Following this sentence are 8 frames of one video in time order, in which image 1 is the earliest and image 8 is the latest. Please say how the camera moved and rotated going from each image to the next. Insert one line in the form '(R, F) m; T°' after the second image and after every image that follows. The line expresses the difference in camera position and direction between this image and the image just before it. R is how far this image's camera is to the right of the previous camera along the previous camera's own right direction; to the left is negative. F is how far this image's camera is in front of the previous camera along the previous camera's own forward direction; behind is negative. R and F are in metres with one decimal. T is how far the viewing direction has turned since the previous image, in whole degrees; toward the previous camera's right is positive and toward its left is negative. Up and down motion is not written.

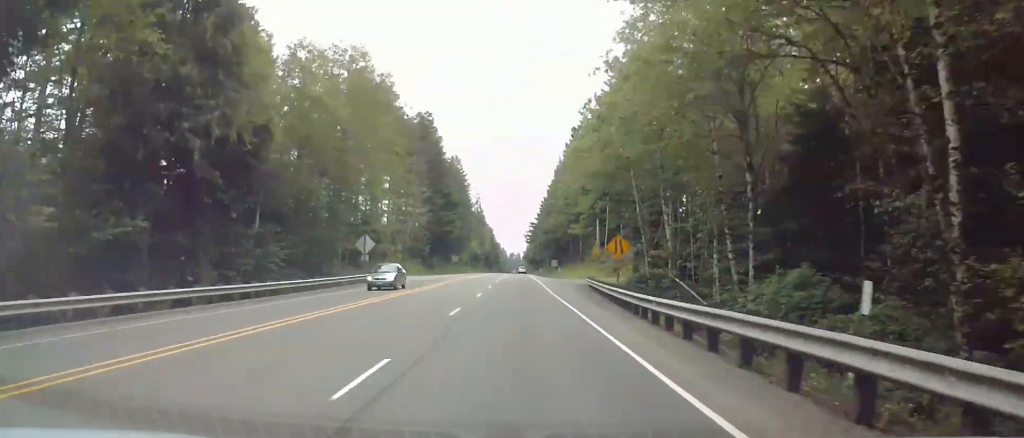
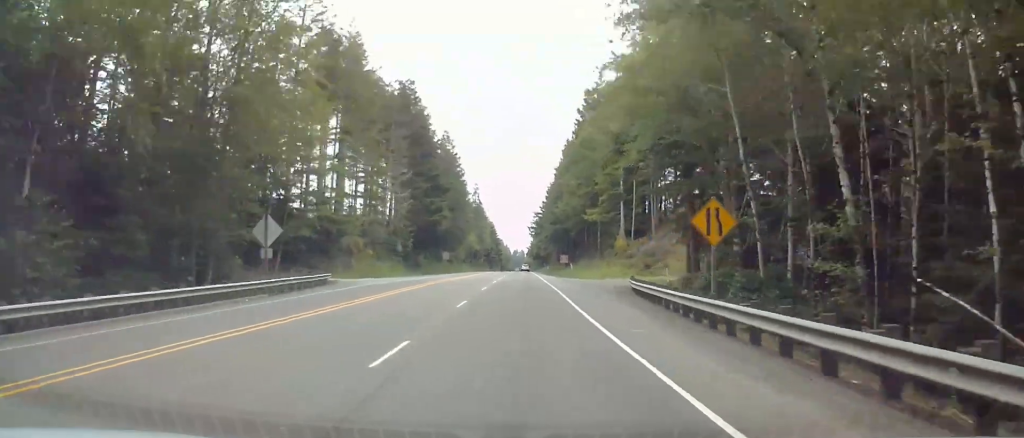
(-0.1, +22.4) m; 0°
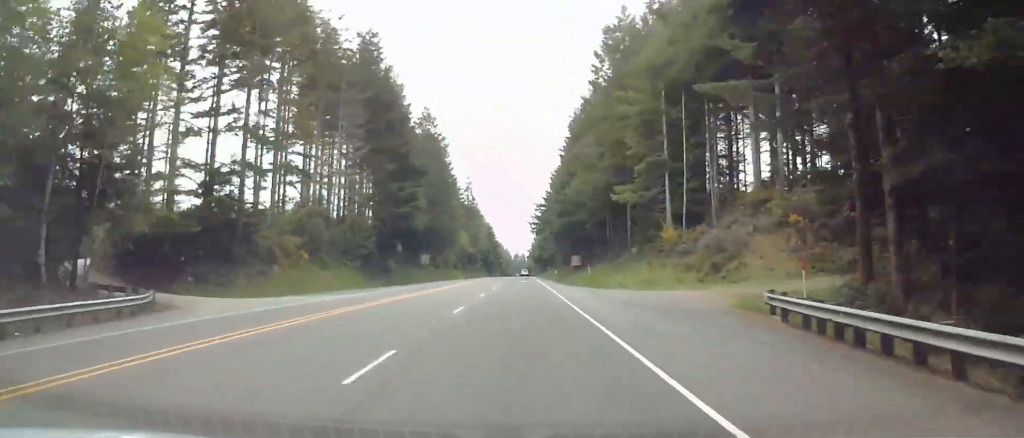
(0.0, +26.0) m; 0°
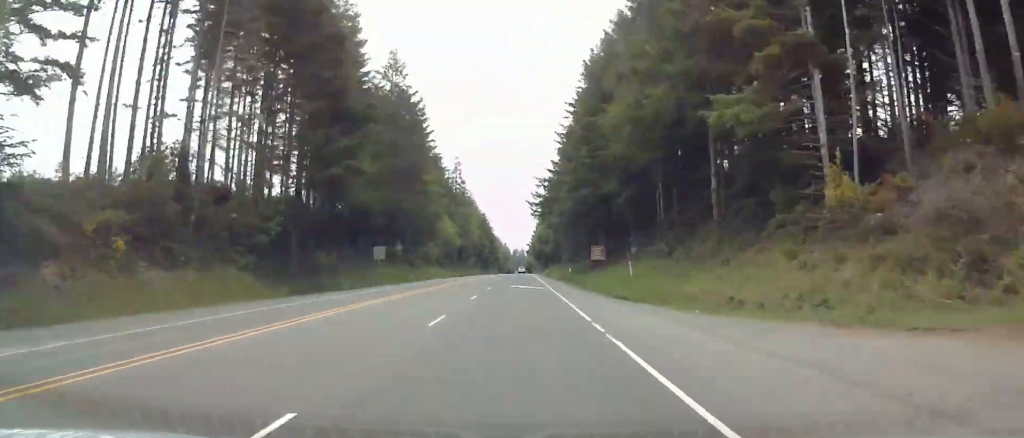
(0.0, +29.6) m; 0°
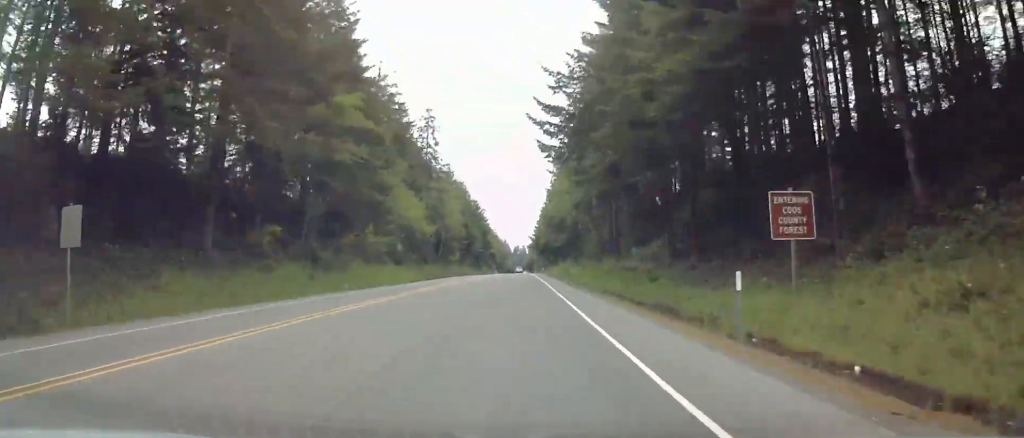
(0.0, +47.3) m; -2°
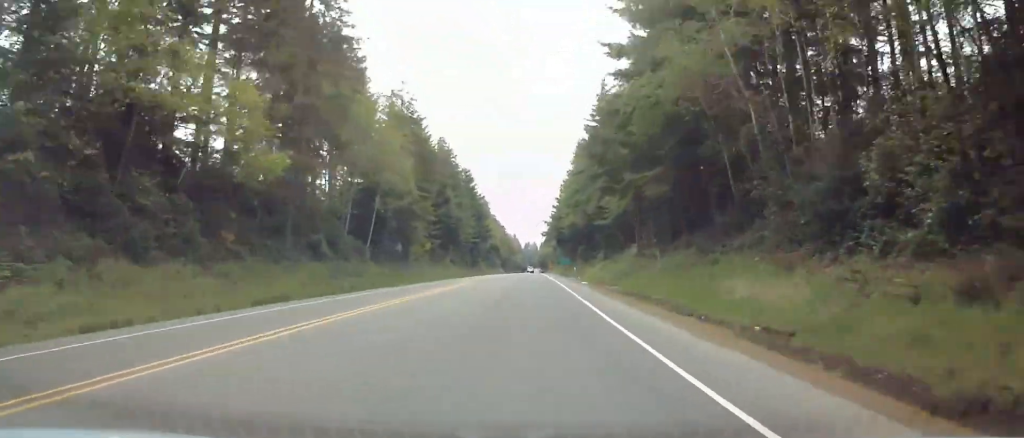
(-2.2, +65.2) m; +1°
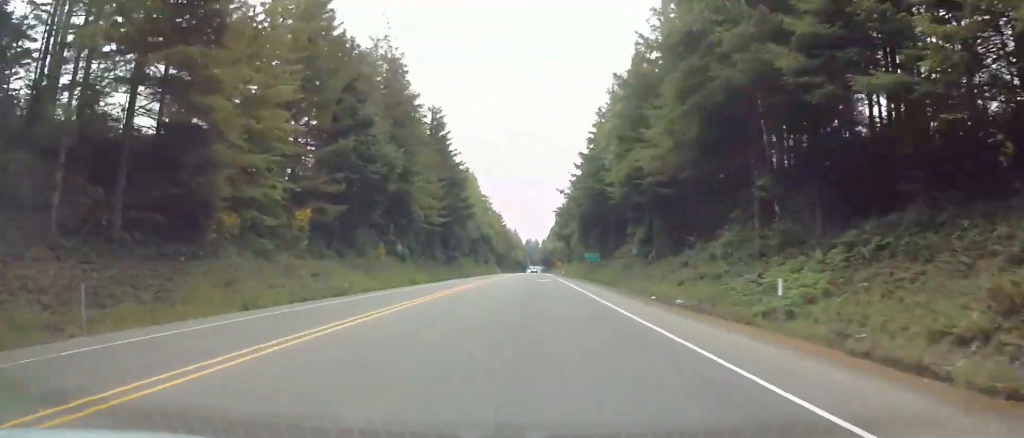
(+4.2, +57.0) m; +2°
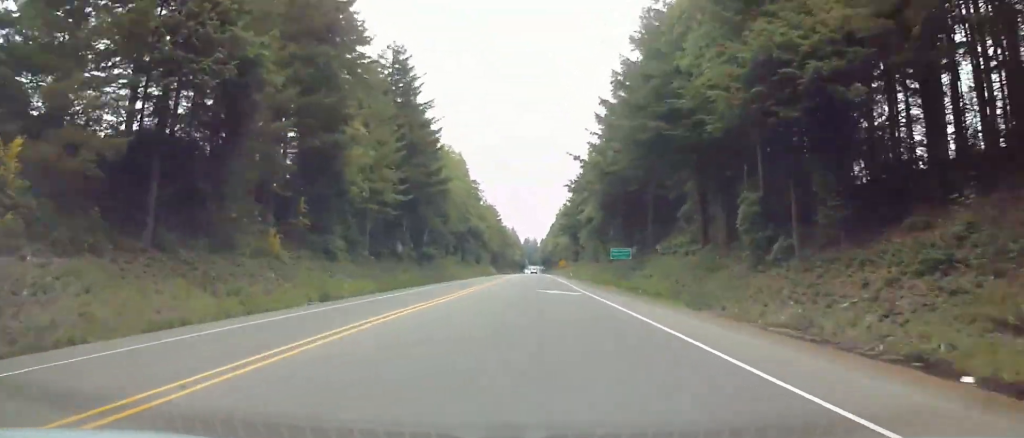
(-1.3, +27.7) m; -1°
